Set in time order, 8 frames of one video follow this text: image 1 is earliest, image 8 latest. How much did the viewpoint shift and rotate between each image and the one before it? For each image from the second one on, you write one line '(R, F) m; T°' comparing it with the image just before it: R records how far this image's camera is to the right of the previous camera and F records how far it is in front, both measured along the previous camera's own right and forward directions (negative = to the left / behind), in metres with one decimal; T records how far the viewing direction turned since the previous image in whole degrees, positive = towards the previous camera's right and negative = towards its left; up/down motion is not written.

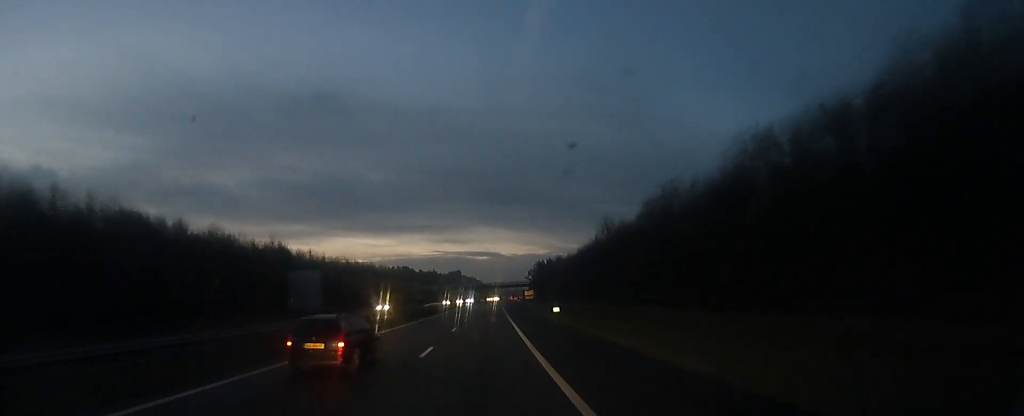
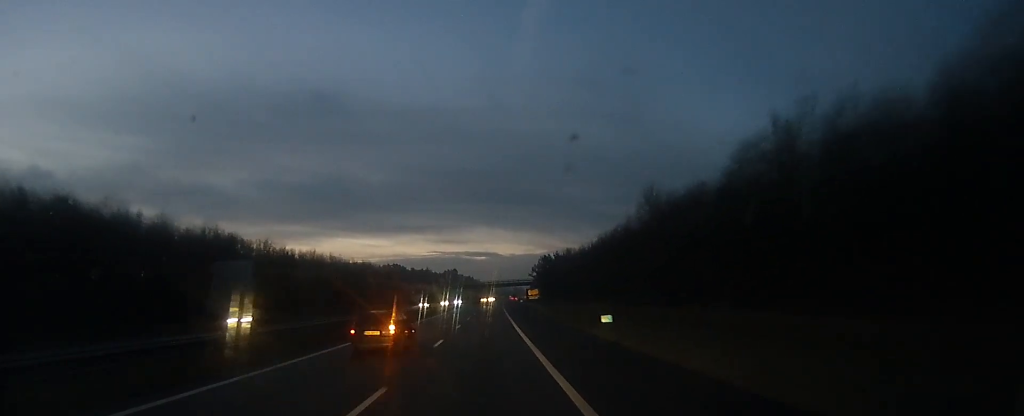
(+0.5, +20.7) m; +1°
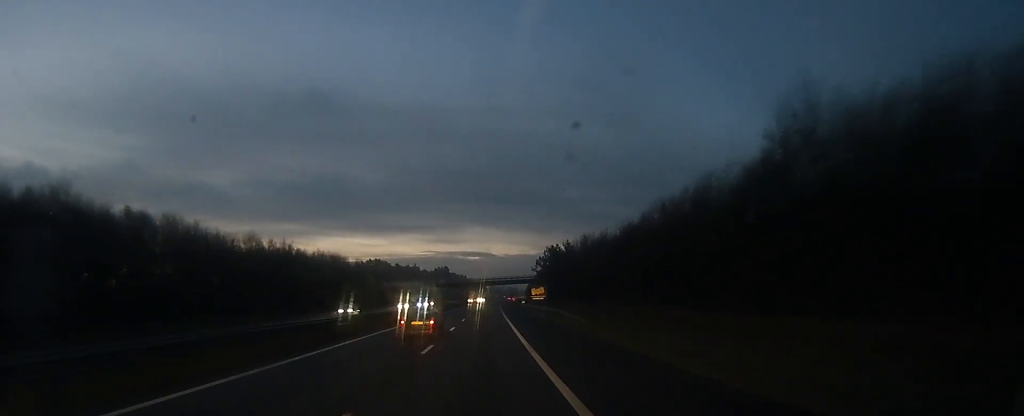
(+0.1, +26.6) m; -1°
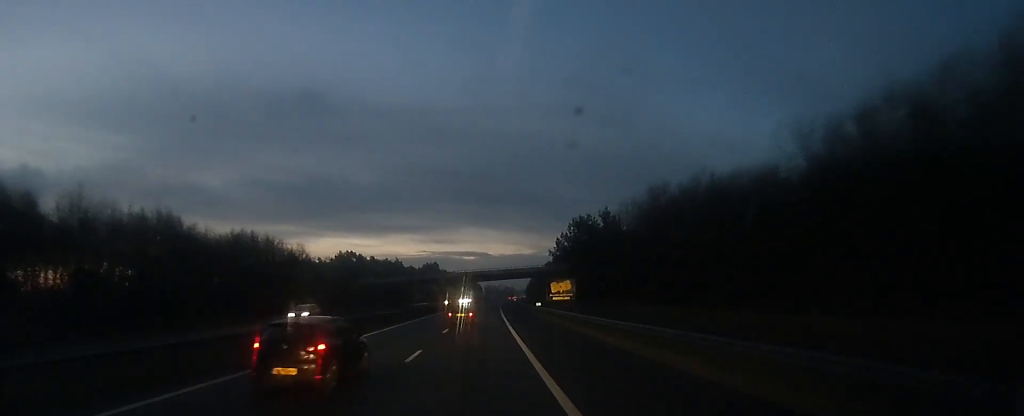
(-0.7, +38.2) m; -1°
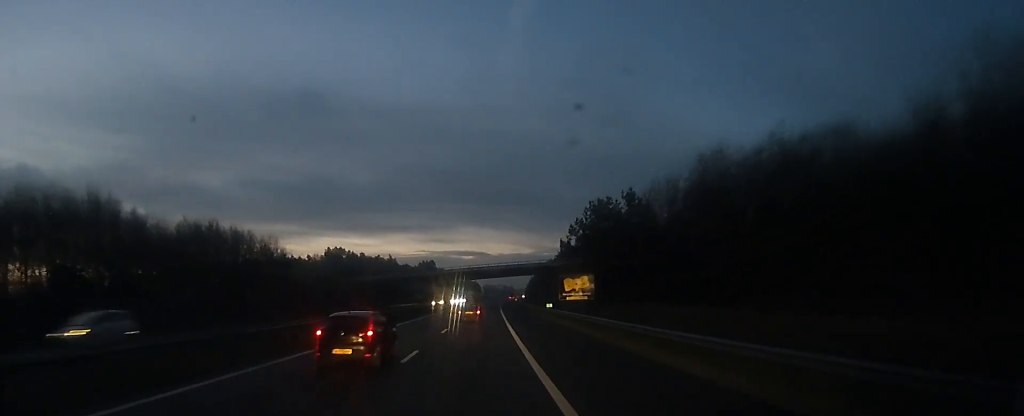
(+0.1, +12.2) m; 0°
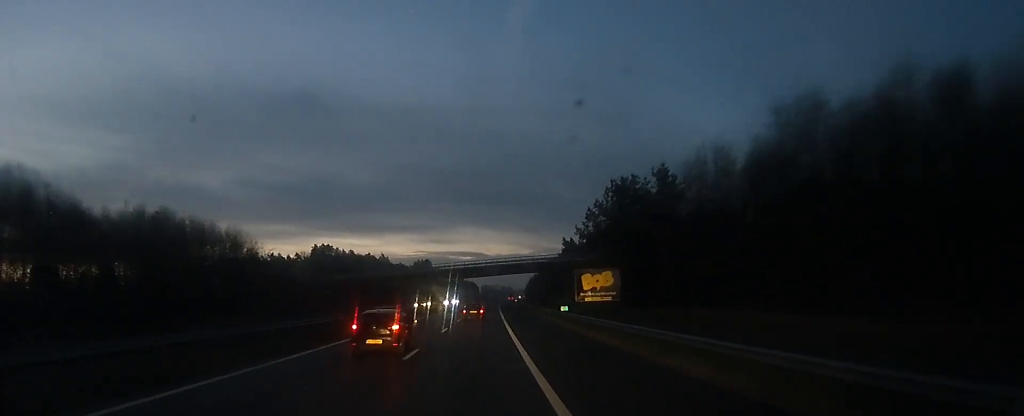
(+0.1, +11.0) m; 0°
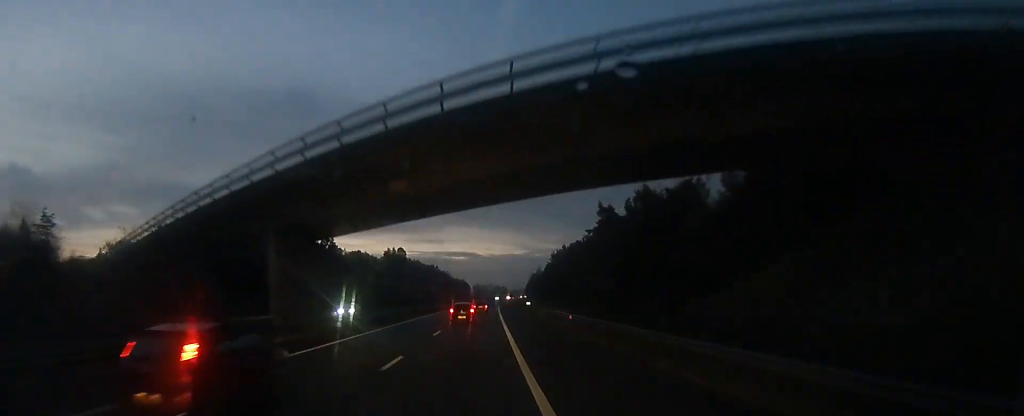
(+1.5, +62.3) m; +3°
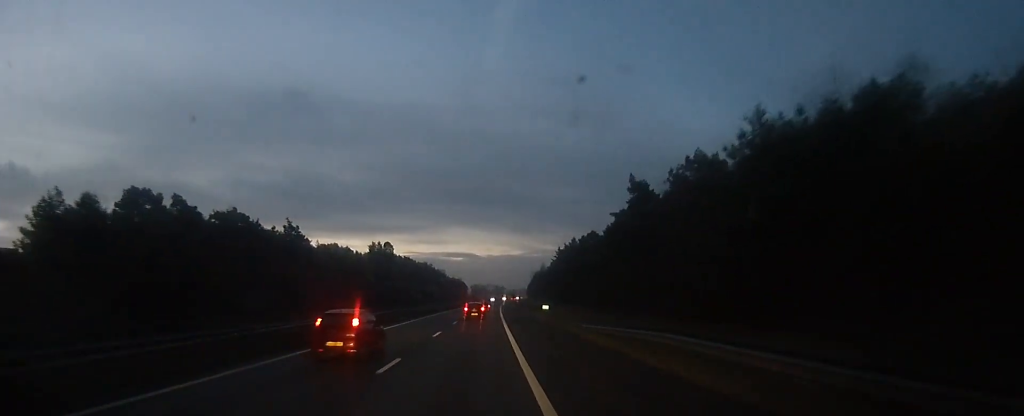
(0.0, +24.5) m; 0°
